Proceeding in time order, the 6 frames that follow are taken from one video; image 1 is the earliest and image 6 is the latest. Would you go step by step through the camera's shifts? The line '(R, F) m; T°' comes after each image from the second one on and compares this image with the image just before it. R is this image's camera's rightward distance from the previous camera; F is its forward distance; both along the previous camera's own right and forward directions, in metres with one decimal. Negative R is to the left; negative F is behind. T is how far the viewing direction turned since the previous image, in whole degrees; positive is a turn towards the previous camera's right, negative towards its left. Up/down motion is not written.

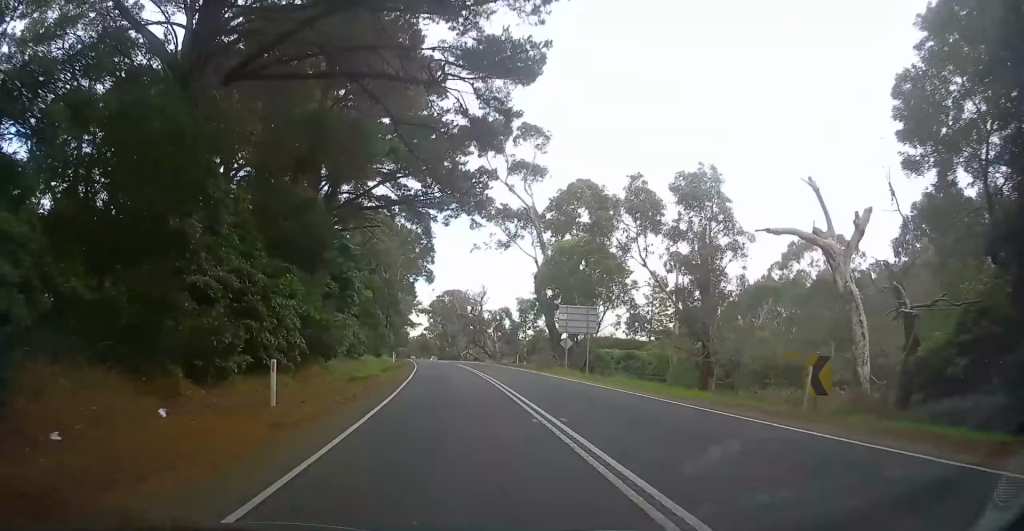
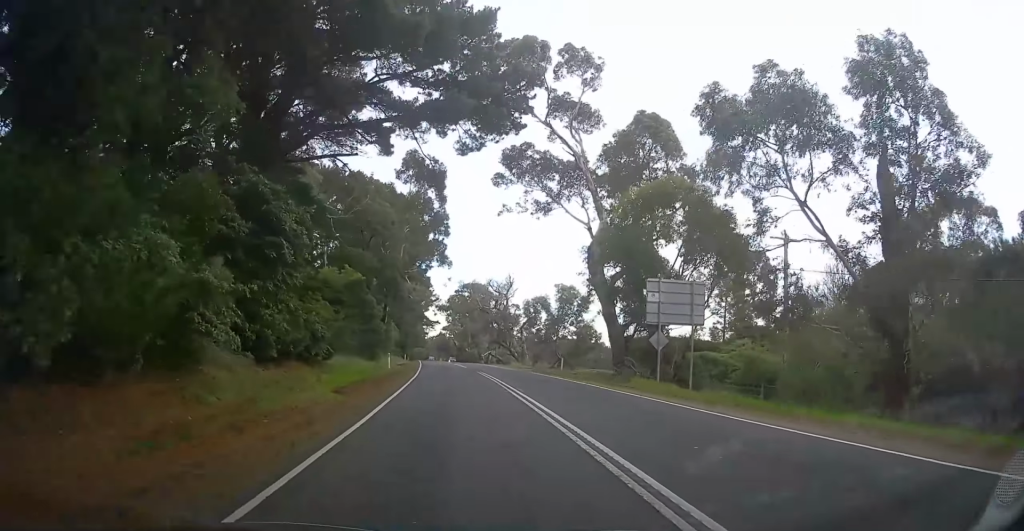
(-0.2, +16.1) m; -3°
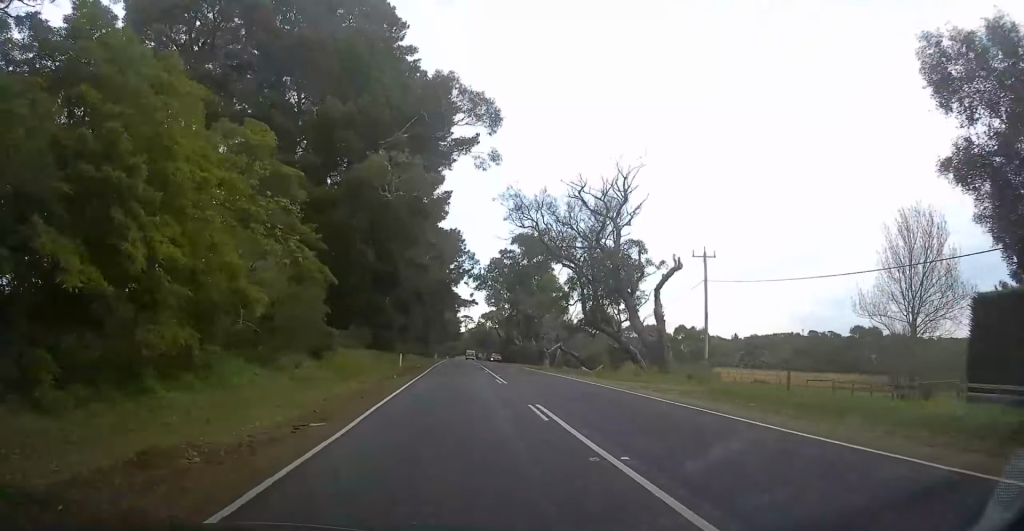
(-2.2, +50.1) m; -4°
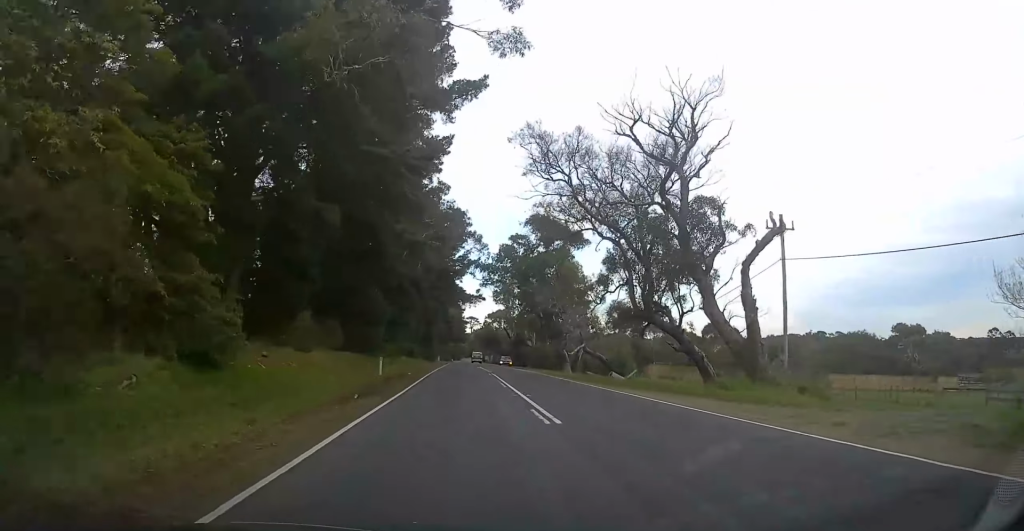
(-0.3, +12.5) m; -1°
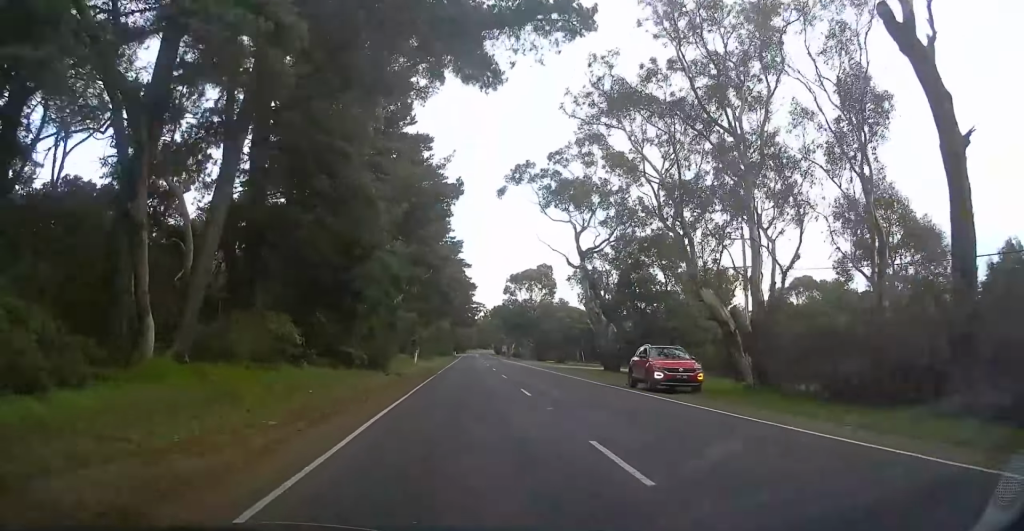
(-1.9, +76.5) m; 0°
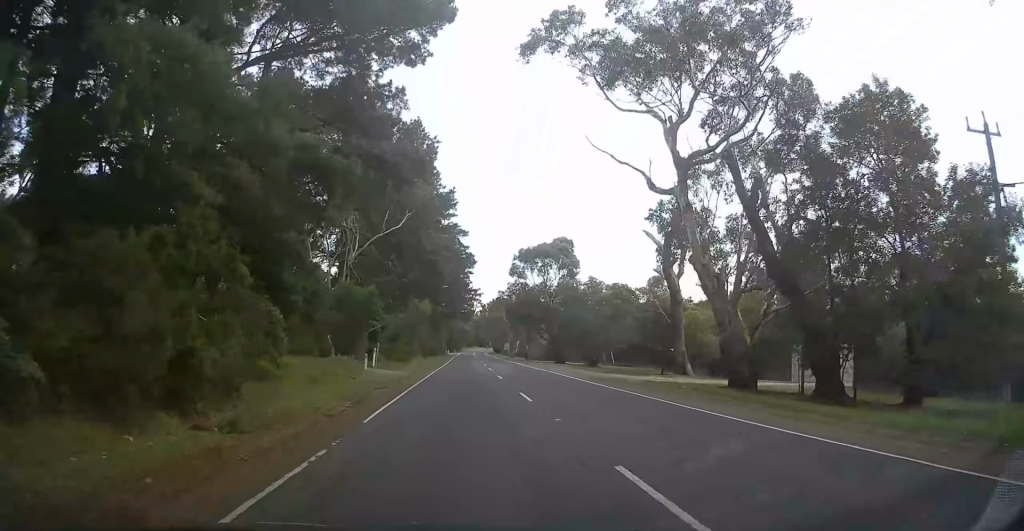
(0.0, +25.4) m; 0°
